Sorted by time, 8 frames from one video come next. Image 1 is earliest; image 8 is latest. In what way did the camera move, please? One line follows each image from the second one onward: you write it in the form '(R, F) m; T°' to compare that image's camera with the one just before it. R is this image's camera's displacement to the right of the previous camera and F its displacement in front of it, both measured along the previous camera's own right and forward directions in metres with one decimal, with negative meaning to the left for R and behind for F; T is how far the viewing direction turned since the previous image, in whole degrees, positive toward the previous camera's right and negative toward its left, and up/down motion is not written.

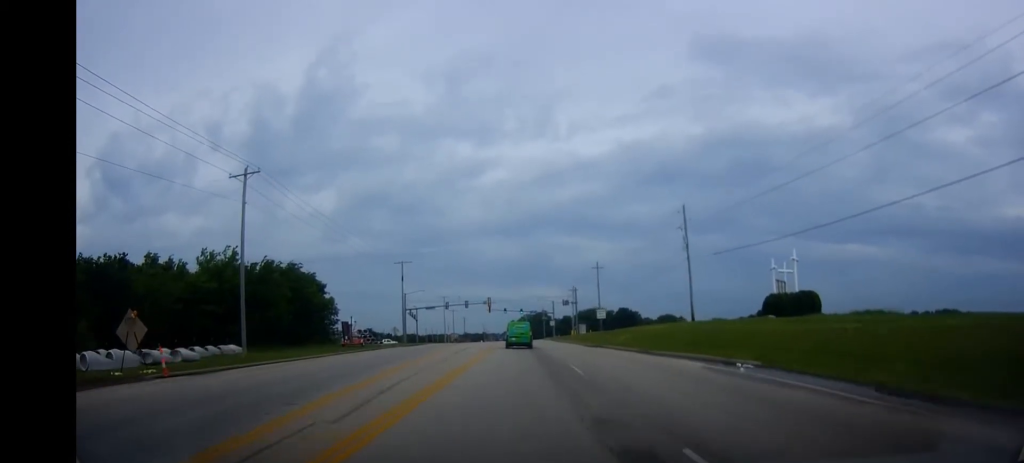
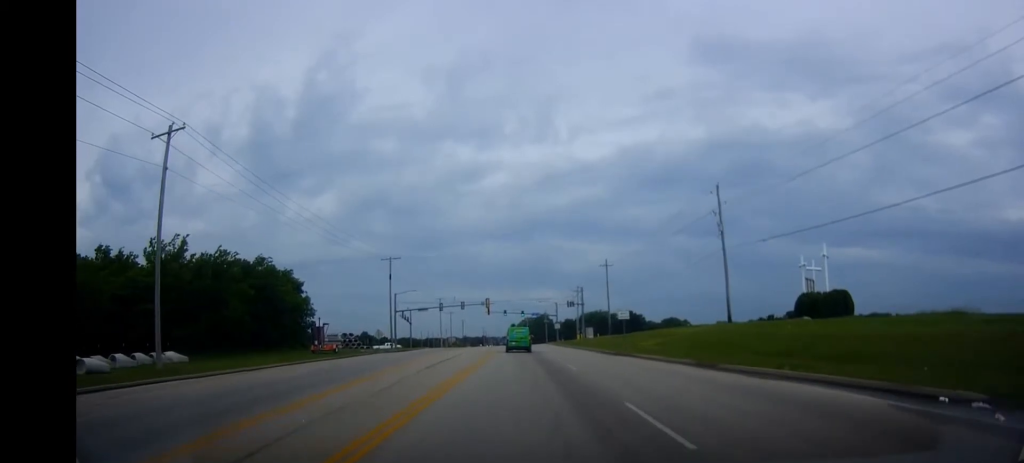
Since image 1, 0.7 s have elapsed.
(+0.1, +9.6) m; +1°
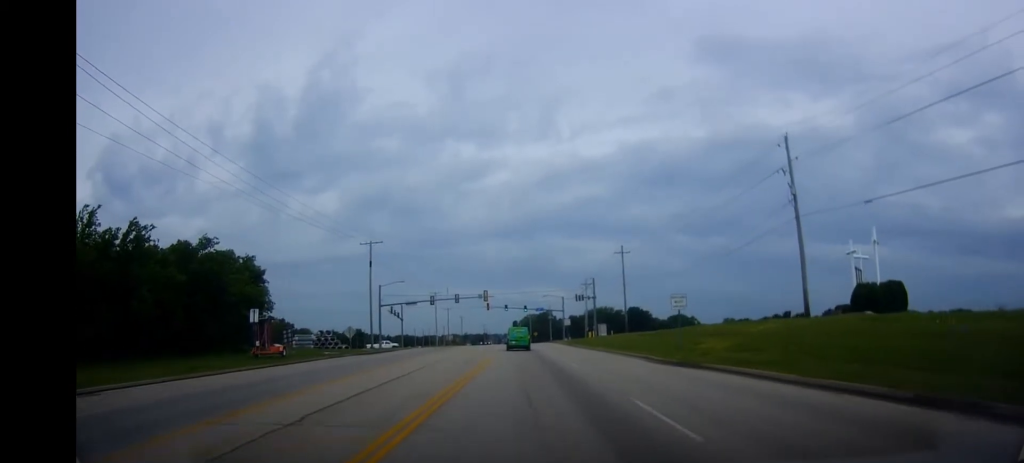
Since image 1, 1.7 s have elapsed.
(+0.3, +12.9) m; 0°
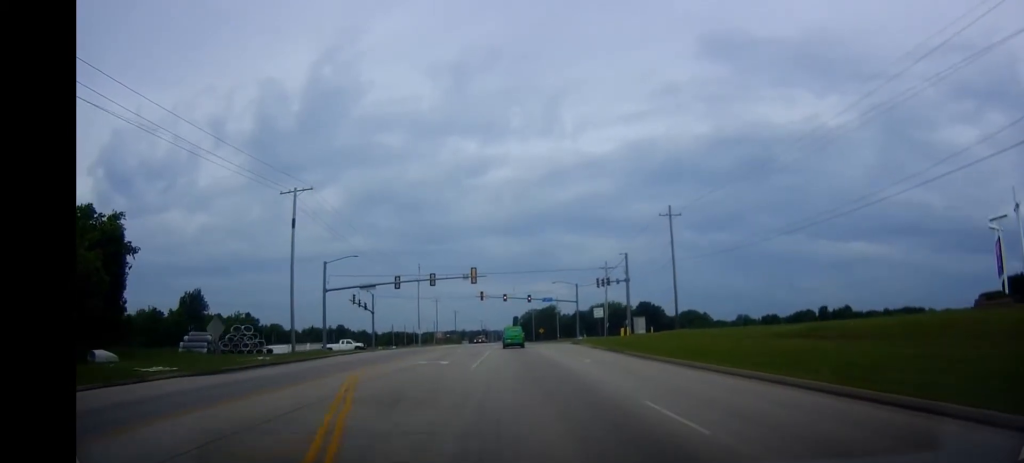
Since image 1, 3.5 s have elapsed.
(-0.8, +26.5) m; -2°
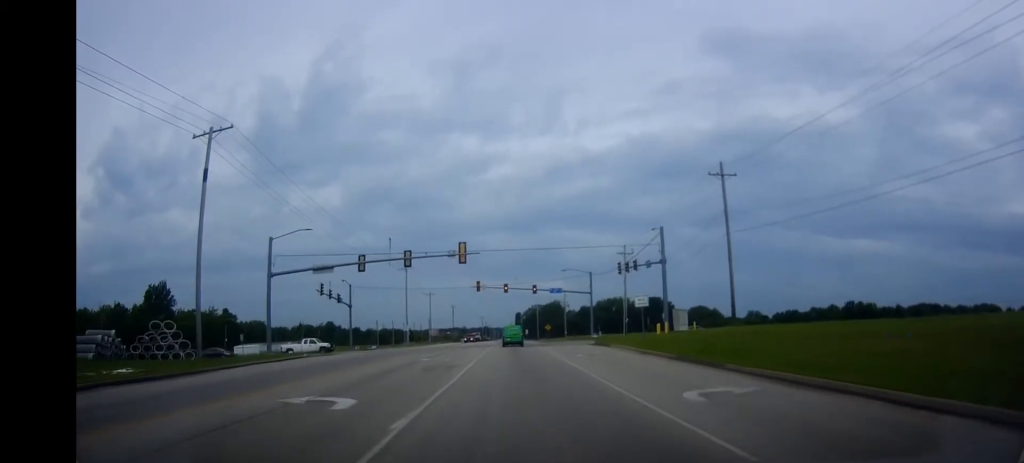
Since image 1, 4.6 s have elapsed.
(0.0, +15.0) m; 0°
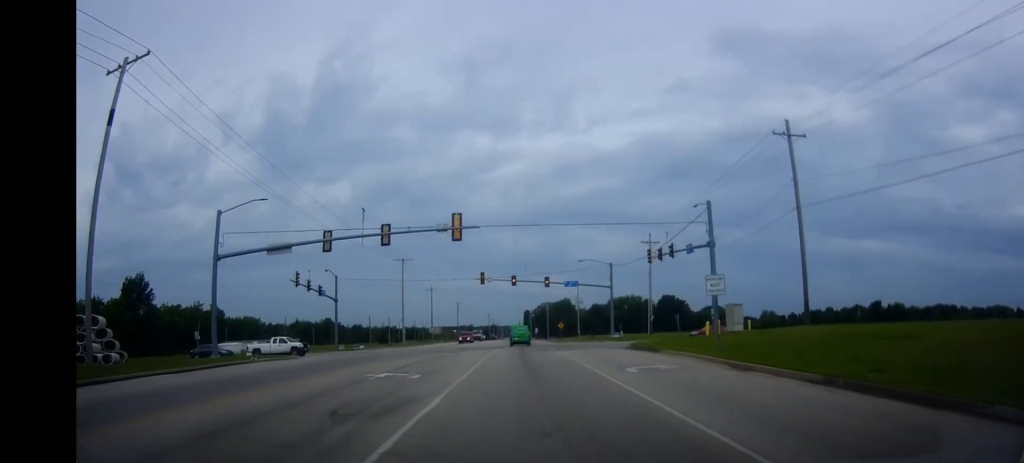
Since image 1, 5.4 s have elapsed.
(0.0, +11.3) m; 0°
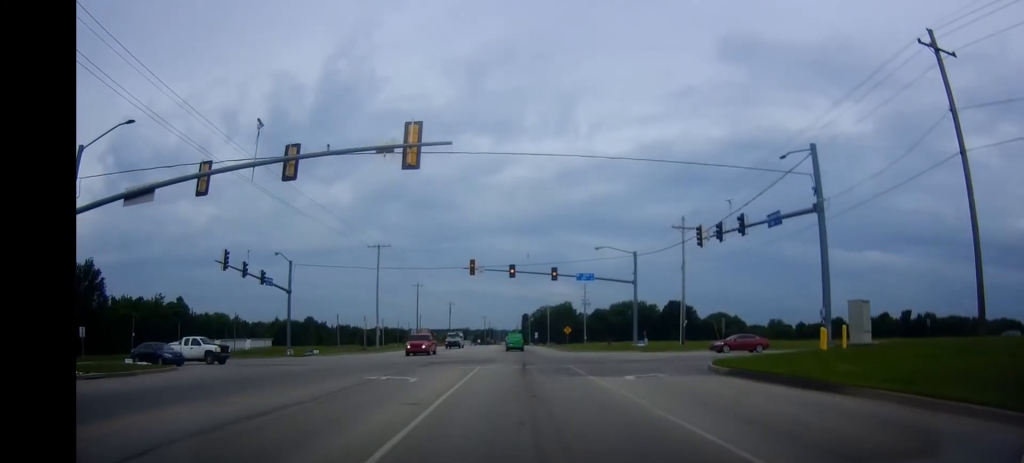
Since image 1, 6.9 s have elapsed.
(0.0, +18.0) m; 0°
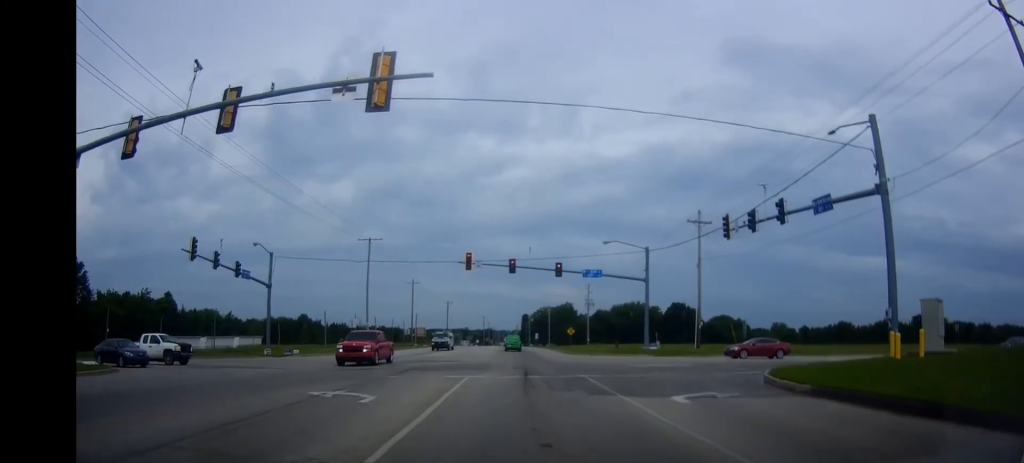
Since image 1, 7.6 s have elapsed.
(0.0, +6.8) m; 0°
